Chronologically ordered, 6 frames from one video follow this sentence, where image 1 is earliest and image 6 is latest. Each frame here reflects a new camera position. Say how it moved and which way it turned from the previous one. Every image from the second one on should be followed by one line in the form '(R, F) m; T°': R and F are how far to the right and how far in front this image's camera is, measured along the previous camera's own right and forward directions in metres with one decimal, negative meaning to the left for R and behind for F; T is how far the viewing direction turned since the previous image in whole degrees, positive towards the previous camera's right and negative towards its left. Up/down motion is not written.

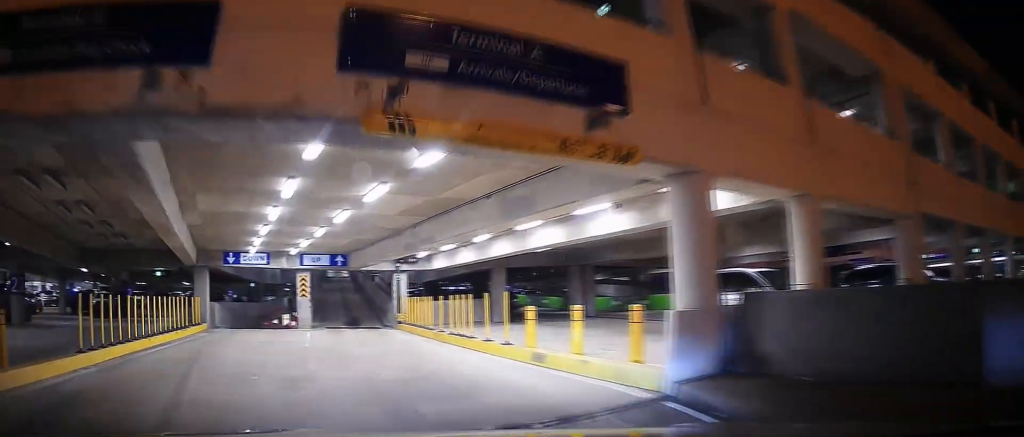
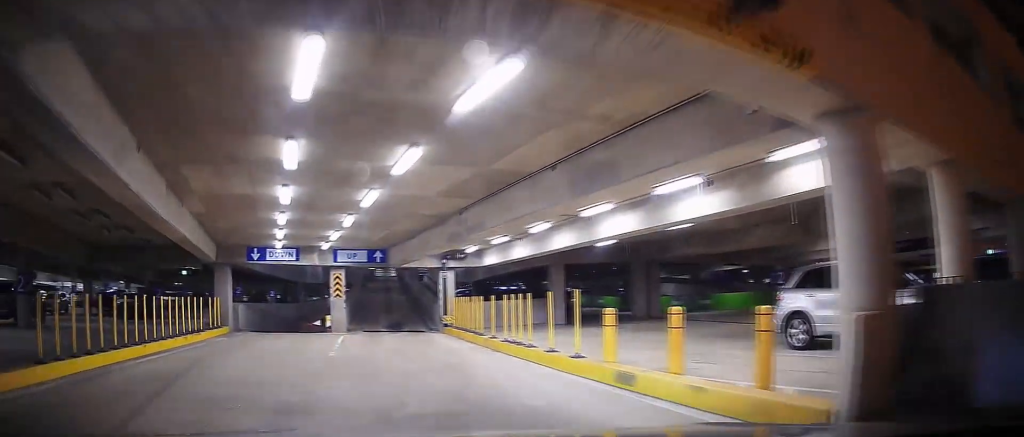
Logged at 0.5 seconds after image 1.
(-0.1, +2.4) m; +1°
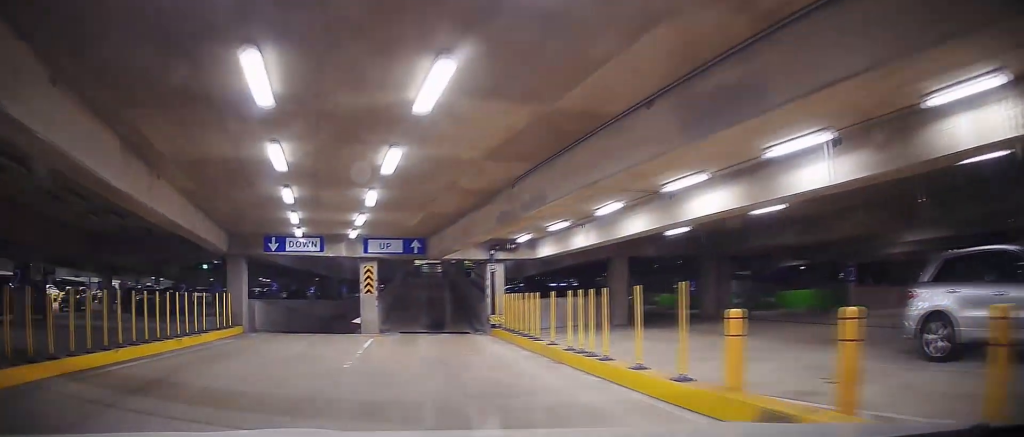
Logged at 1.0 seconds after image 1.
(-0.3, +2.6) m; +2°
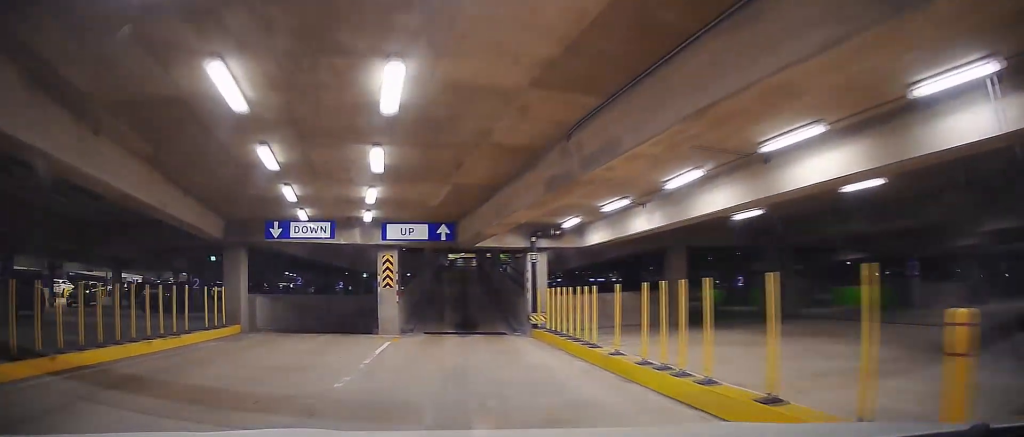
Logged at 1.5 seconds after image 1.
(+0.3, +2.6) m; +2°
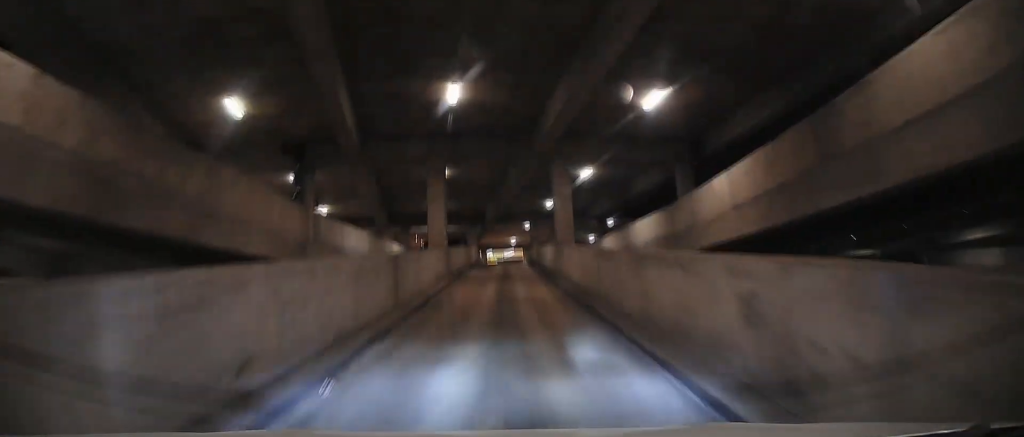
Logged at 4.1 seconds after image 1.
(0.0, +15.4) m; -2°
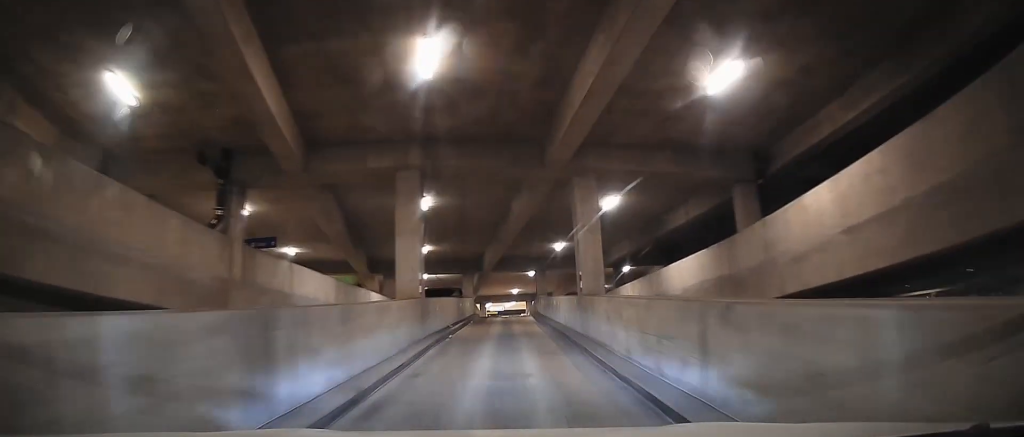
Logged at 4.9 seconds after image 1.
(0.0, +5.3) m; -4°
